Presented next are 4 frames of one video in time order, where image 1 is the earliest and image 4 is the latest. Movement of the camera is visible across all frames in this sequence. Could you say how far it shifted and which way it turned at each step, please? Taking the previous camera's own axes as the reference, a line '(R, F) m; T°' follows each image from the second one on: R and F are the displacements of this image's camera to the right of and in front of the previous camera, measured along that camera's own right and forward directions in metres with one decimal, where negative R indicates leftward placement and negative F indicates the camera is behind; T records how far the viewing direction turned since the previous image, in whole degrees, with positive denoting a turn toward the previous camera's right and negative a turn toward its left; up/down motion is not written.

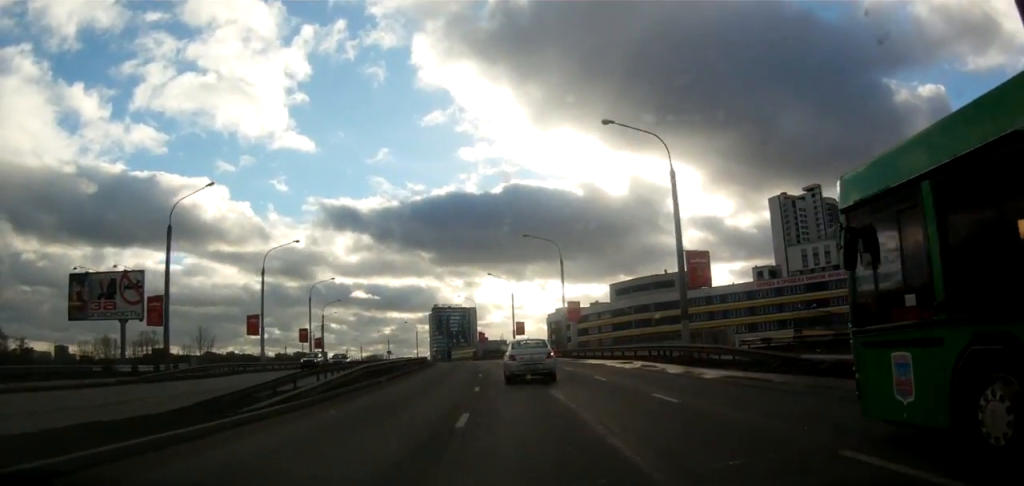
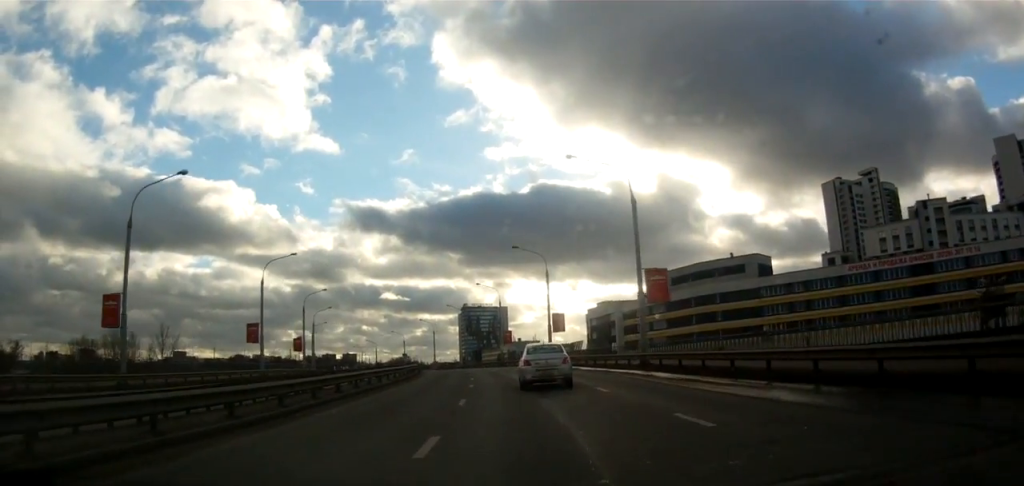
(-0.4, +26.8) m; -2°
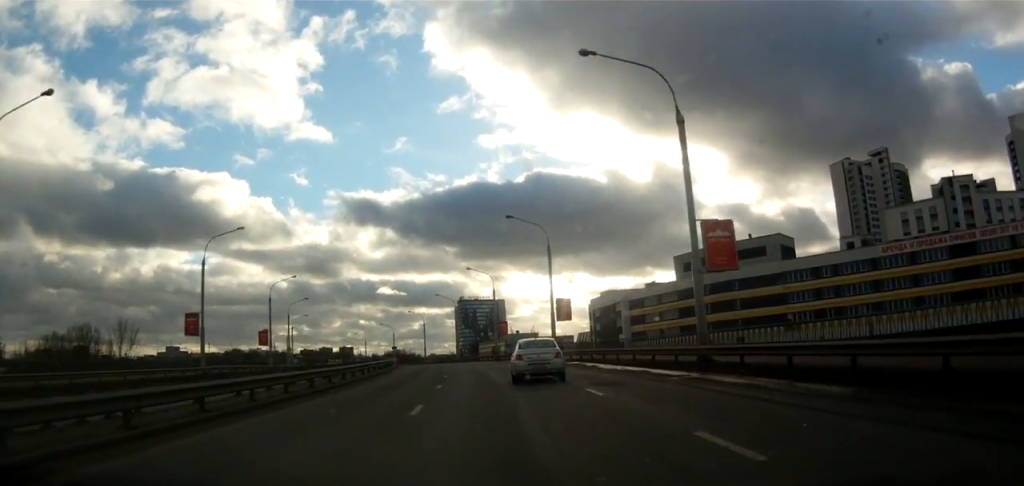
(0.0, +11.8) m; -1°
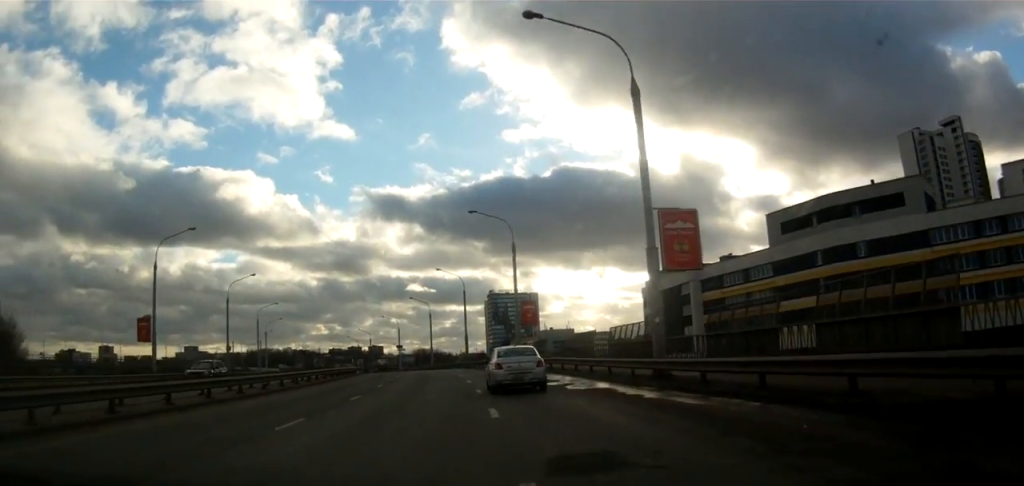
(-1.1, +33.1) m; -4°
